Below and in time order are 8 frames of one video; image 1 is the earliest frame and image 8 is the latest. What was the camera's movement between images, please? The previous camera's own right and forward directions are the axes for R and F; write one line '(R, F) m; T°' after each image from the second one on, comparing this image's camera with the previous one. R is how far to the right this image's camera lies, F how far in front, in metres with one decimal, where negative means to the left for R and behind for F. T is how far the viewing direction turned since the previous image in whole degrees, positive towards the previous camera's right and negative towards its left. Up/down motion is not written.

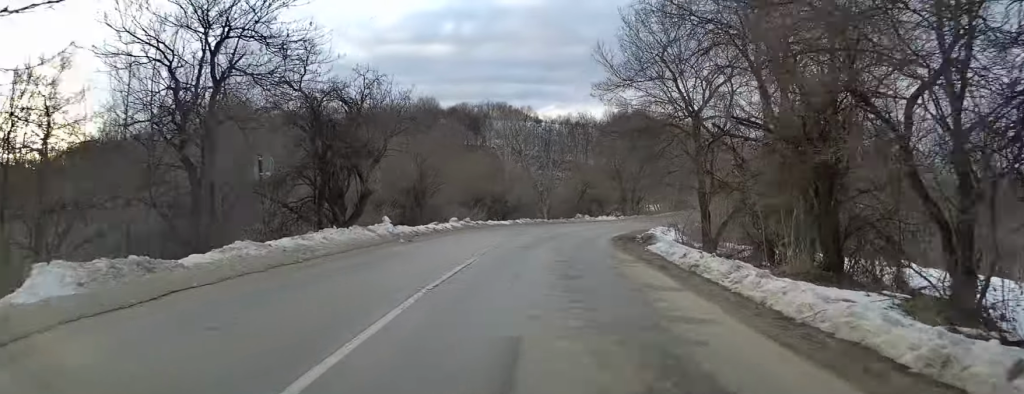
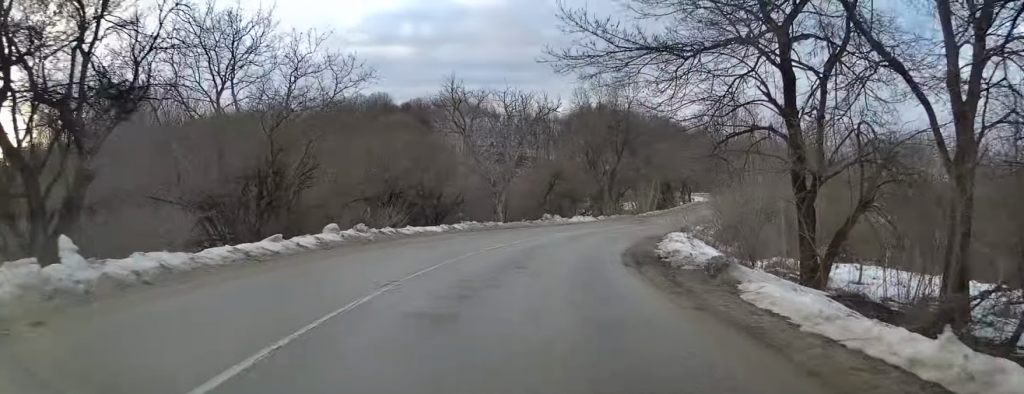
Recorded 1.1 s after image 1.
(+0.5, +16.5) m; +3°
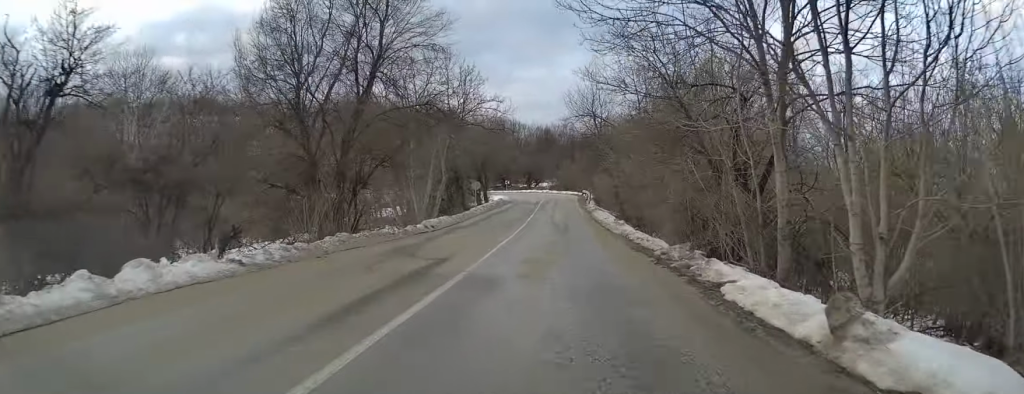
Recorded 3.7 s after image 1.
(+5.9, +39.0) m; +18°
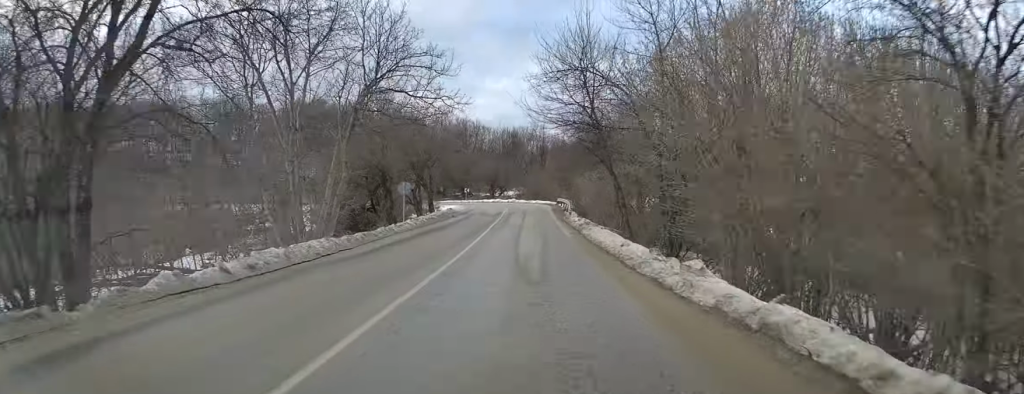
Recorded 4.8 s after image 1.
(+0.4, +17.0) m; +1°
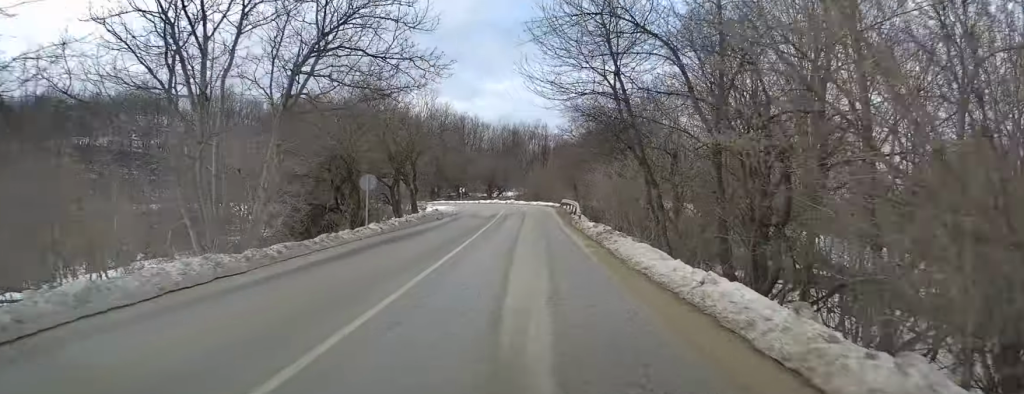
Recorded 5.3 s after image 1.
(-0.1, +8.0) m; 0°
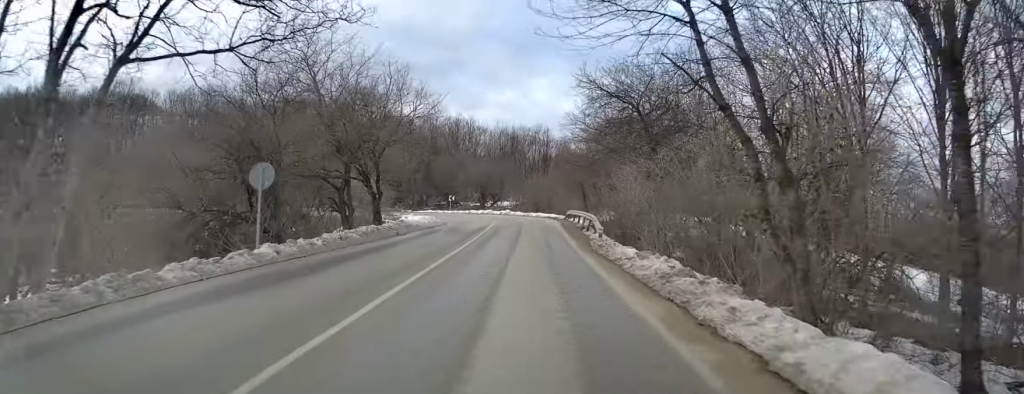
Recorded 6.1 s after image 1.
(+0.1, +10.9) m; +1°
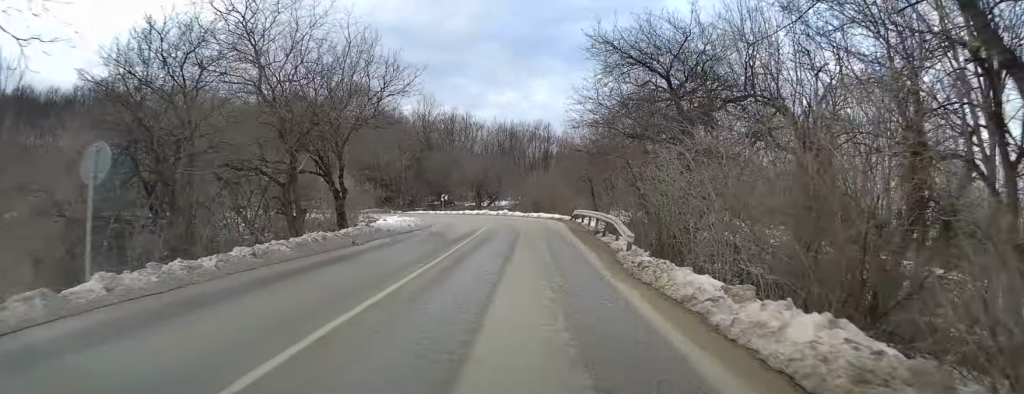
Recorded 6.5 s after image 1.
(0.0, +6.9) m; 0°
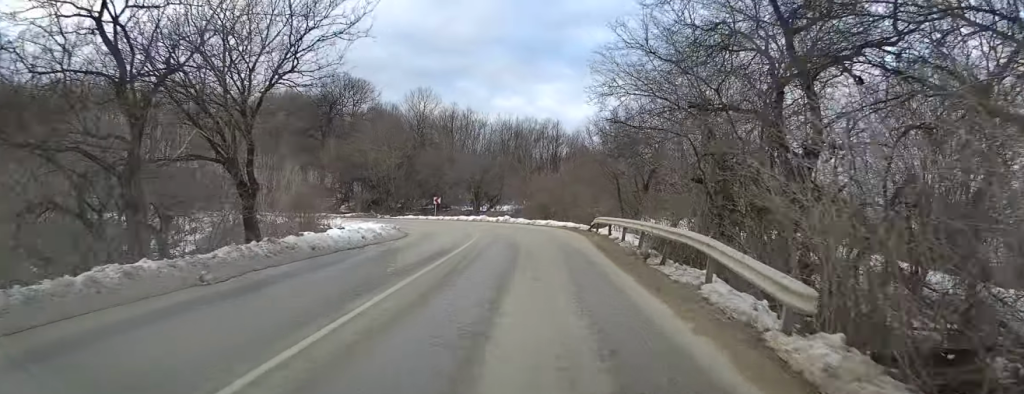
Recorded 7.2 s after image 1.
(0.0, +10.1) m; -1°
